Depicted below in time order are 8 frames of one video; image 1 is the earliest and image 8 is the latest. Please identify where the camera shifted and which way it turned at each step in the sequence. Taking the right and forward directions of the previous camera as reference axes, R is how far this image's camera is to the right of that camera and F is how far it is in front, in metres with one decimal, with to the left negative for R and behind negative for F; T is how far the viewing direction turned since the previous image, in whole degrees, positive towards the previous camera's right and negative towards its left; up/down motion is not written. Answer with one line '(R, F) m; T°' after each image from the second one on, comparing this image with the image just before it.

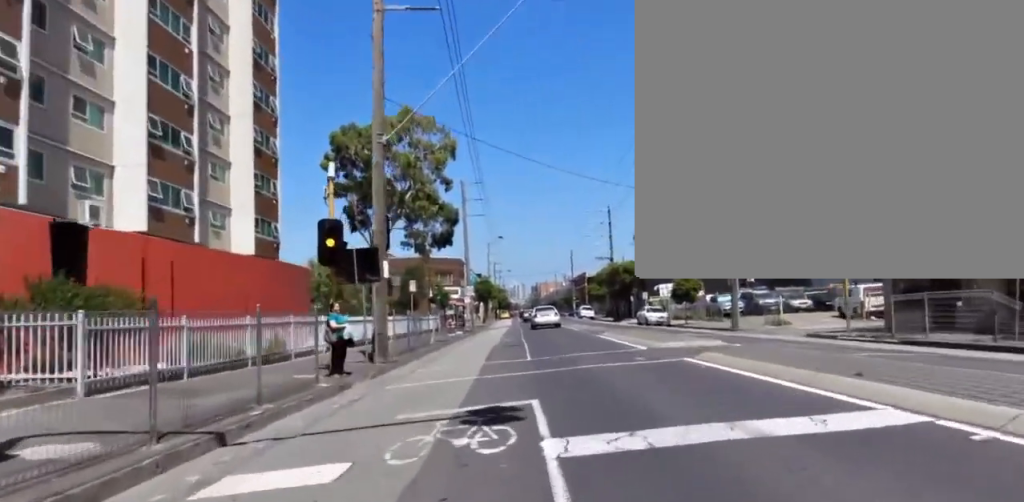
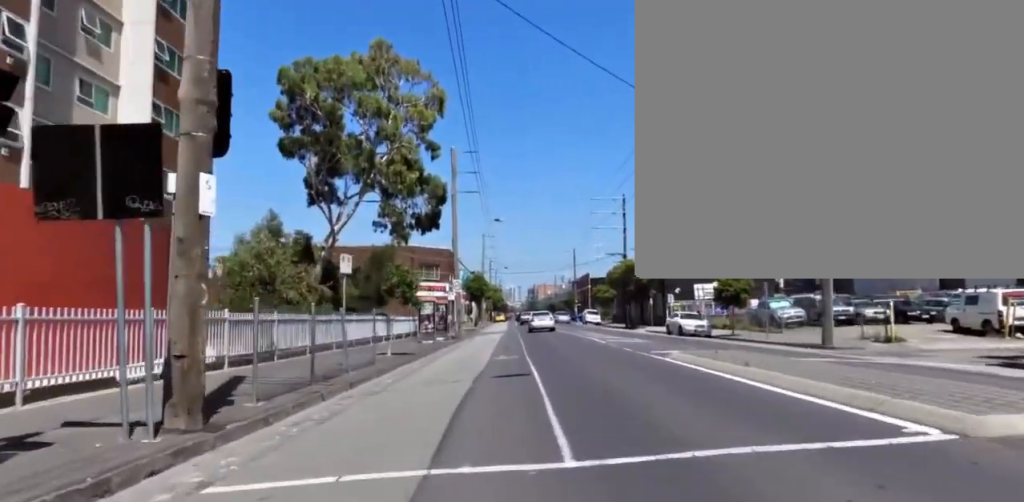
(+0.3, +9.6) m; +6°
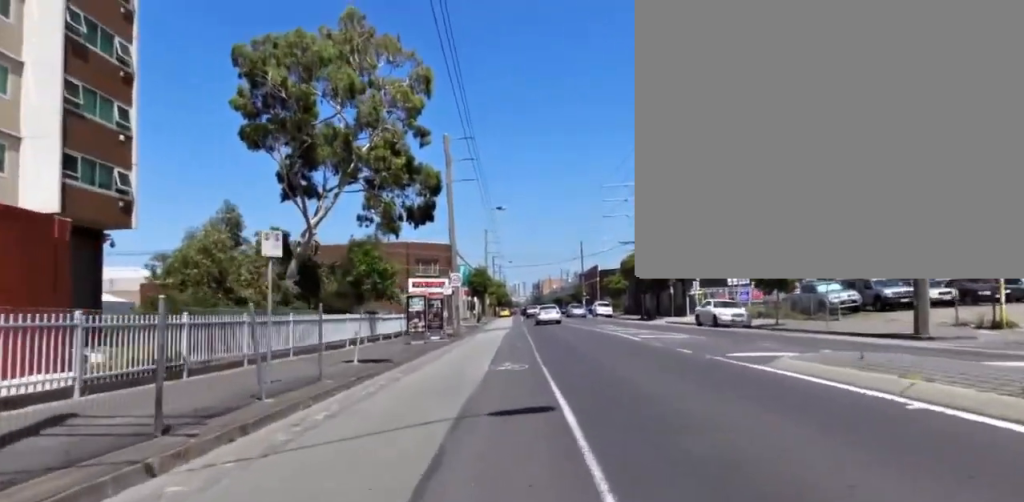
(+0.6, +5.0) m; 0°
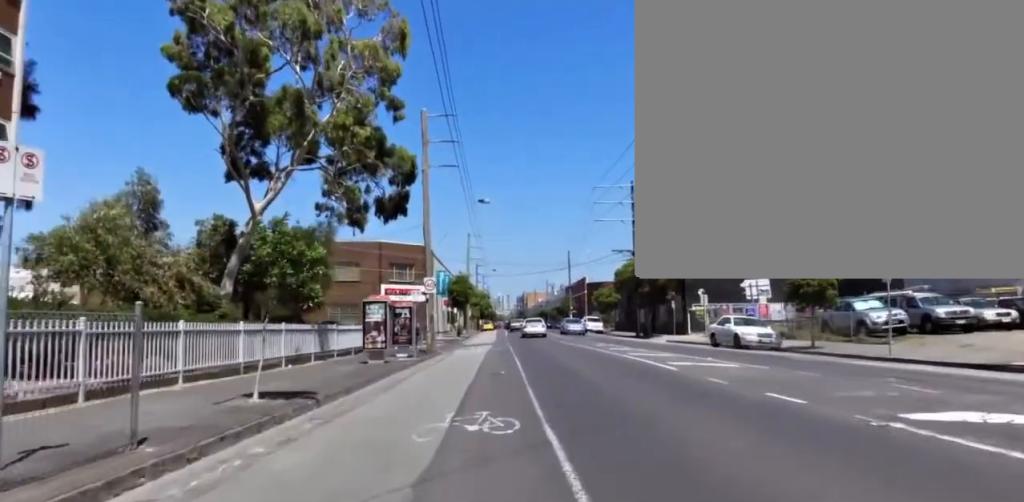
(-0.1, +5.0) m; 0°
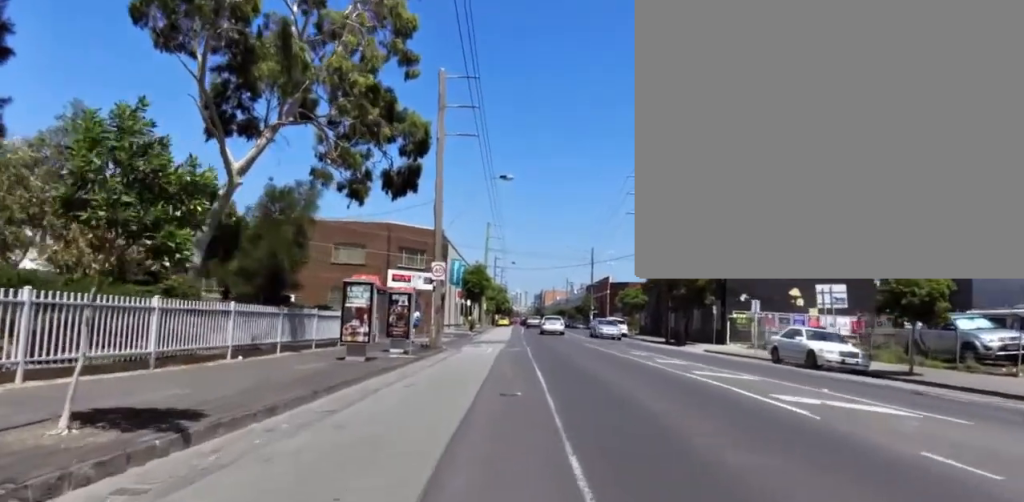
(-0.6, +4.8) m; 0°
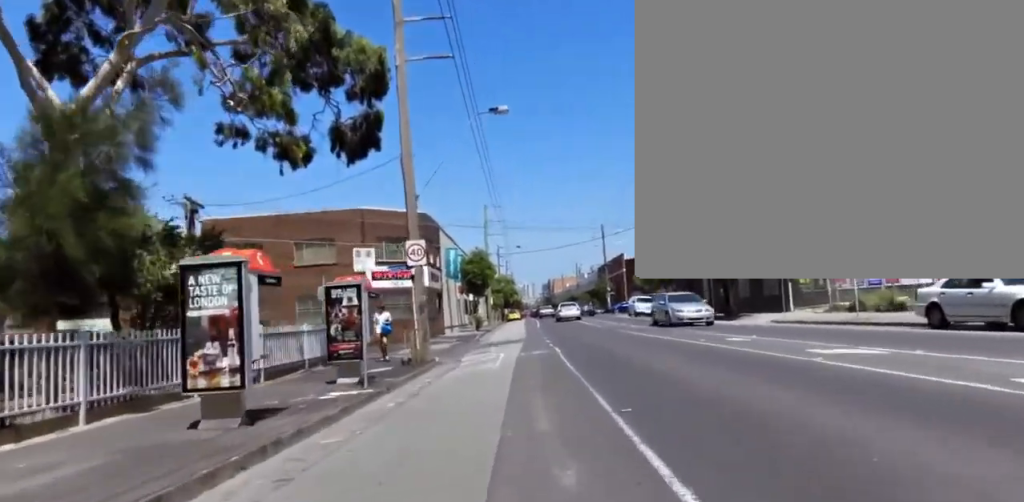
(+0.7, +8.3) m; +2°
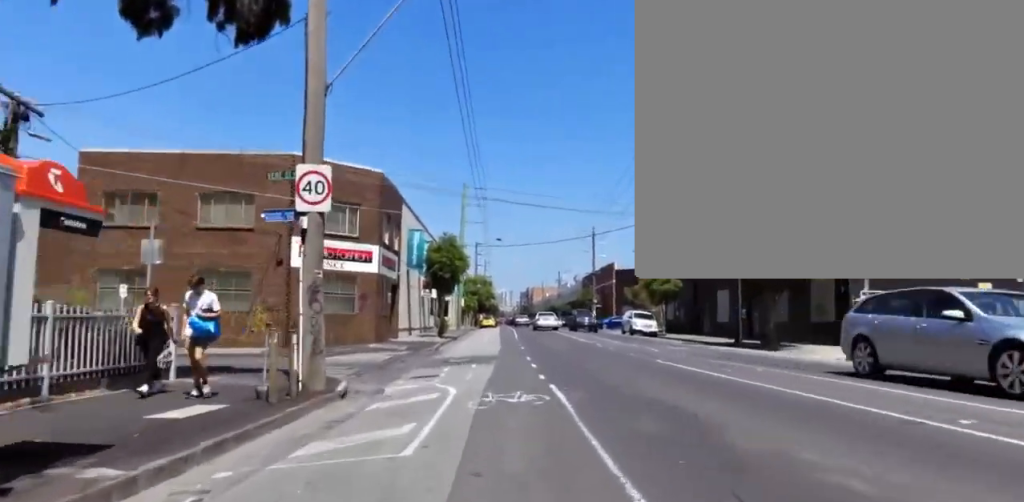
(-0.4, +8.6) m; +1°
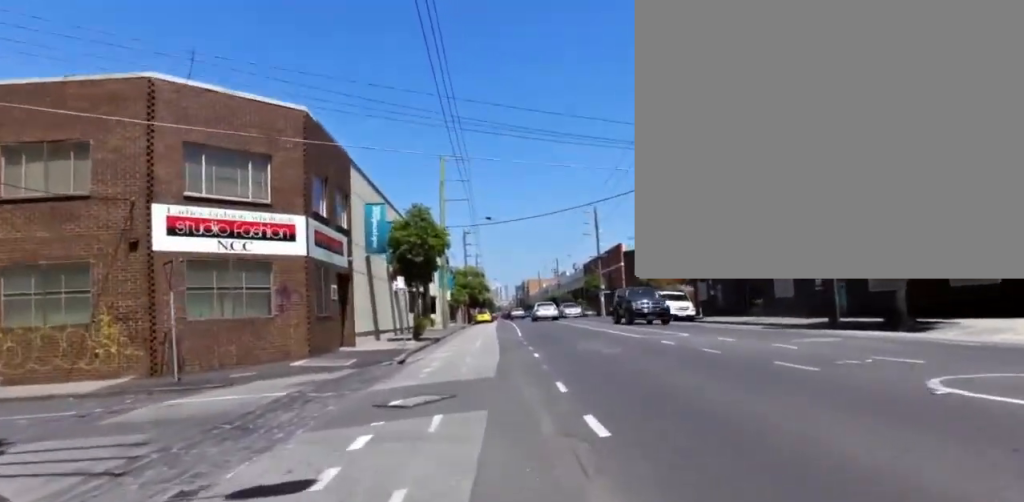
(+0.6, +9.5) m; +5°
